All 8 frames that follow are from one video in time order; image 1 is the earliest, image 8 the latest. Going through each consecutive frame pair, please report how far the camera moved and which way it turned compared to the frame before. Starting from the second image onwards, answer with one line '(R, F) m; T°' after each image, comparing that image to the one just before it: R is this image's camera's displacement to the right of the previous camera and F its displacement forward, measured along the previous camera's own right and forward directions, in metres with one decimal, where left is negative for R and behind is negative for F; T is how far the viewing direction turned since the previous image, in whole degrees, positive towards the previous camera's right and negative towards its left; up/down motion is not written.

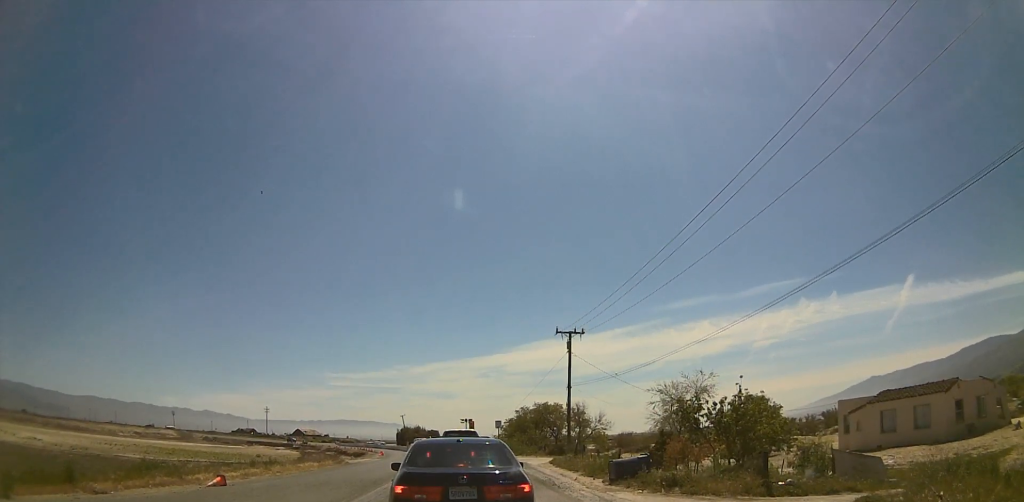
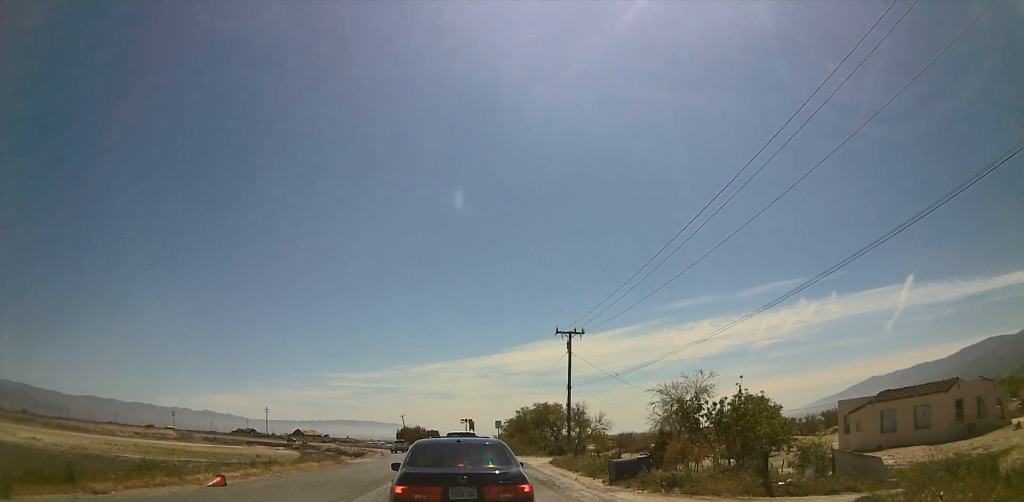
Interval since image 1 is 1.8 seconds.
(0.0, +0.6) m; 0°
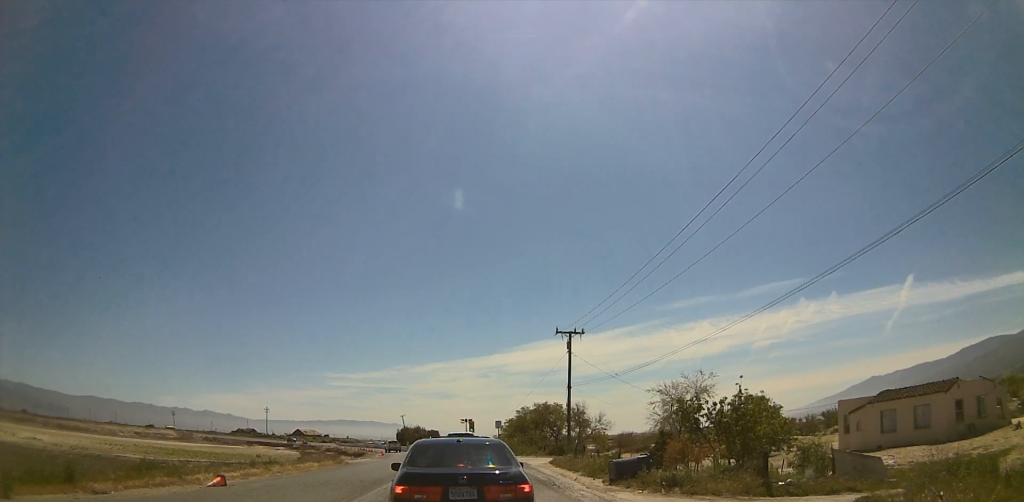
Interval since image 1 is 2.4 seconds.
(0.0, +0.1) m; 0°
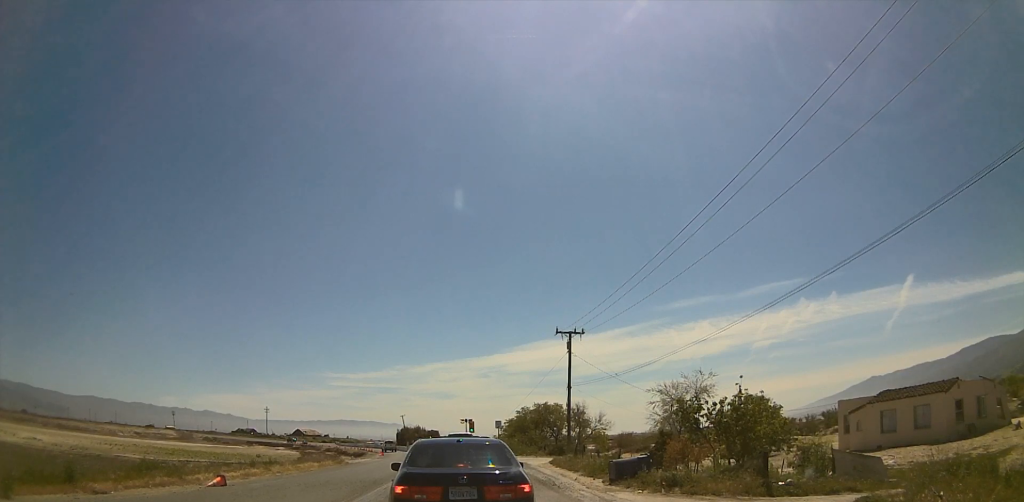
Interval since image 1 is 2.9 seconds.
(0.0, +0.1) m; 0°
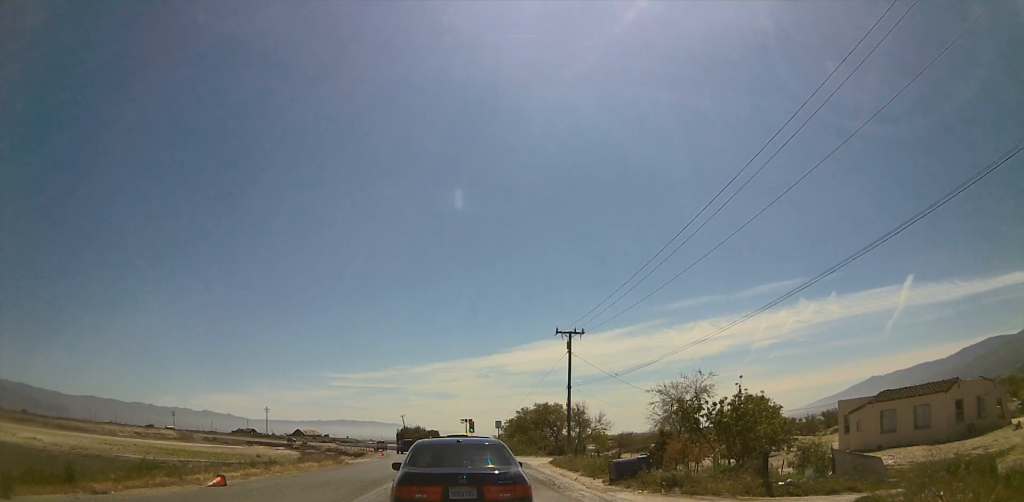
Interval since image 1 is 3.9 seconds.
(0.0, +0.5) m; 0°
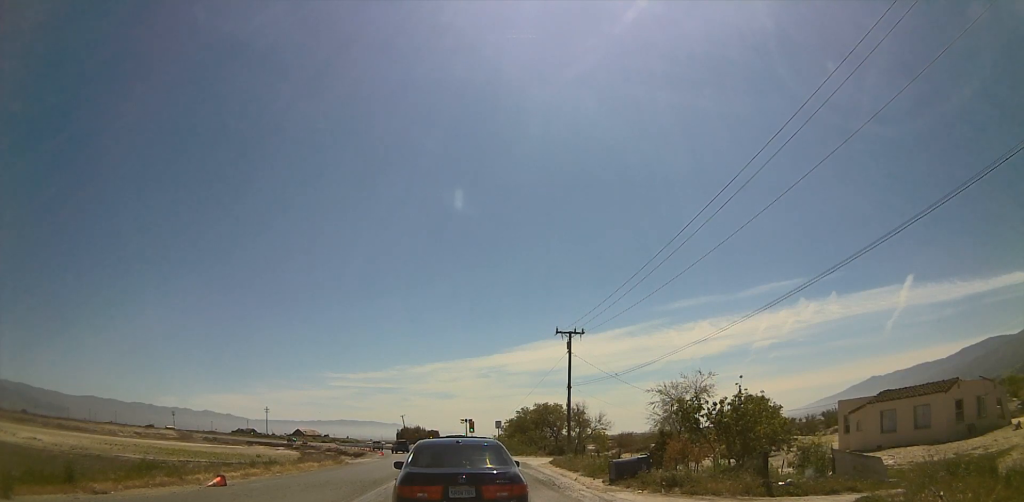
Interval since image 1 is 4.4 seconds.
(0.0, +0.3) m; 0°
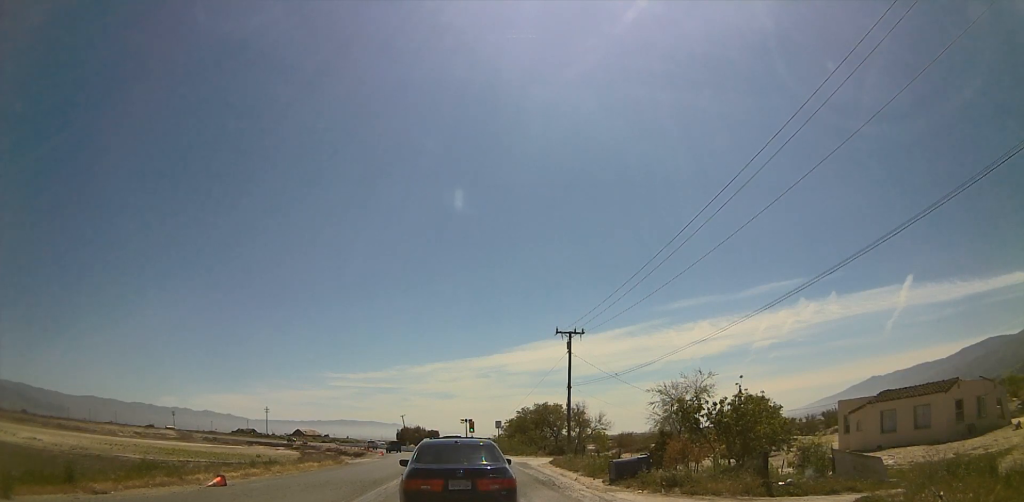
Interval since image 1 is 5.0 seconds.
(0.0, +0.6) m; -1°
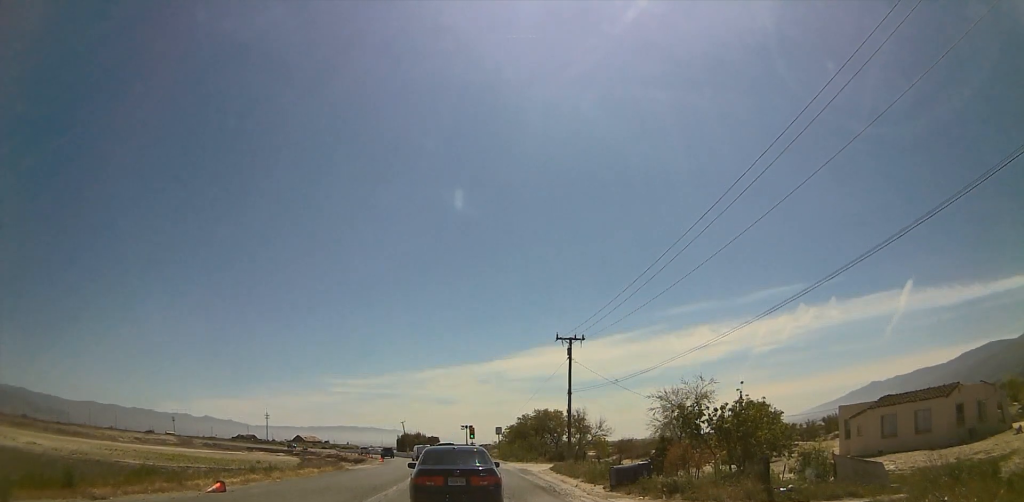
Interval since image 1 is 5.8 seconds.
(-0.1, +1.0) m; -3°
